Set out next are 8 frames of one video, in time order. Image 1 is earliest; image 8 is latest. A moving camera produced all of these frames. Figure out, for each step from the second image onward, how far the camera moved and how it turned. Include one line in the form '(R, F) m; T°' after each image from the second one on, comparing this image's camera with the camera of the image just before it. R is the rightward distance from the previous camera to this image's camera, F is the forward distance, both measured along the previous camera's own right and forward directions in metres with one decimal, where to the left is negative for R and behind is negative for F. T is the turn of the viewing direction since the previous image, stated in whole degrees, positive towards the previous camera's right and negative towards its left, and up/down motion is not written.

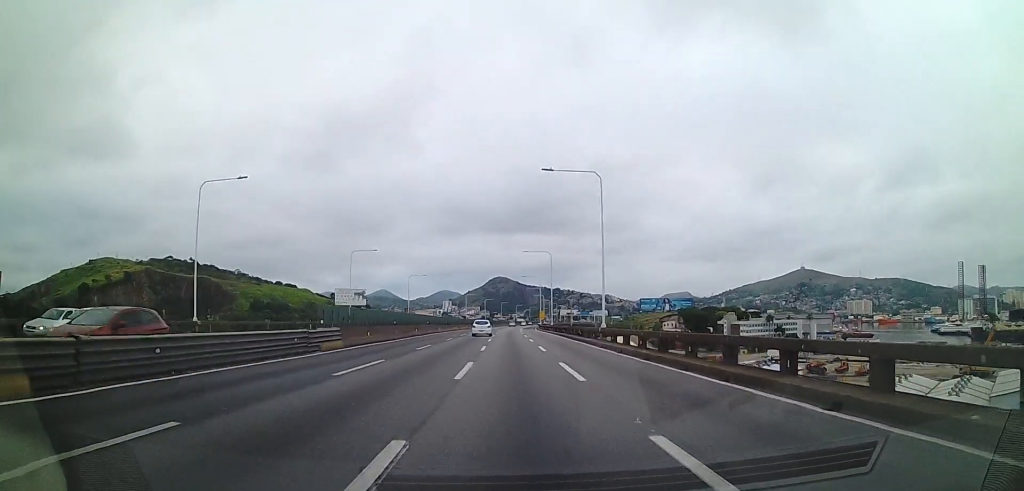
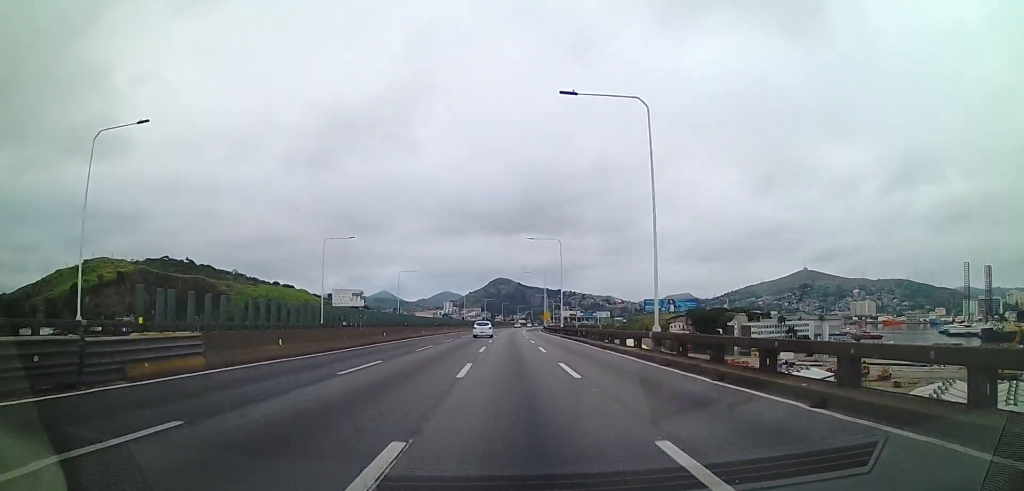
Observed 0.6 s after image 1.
(0.0, +12.3) m; 0°
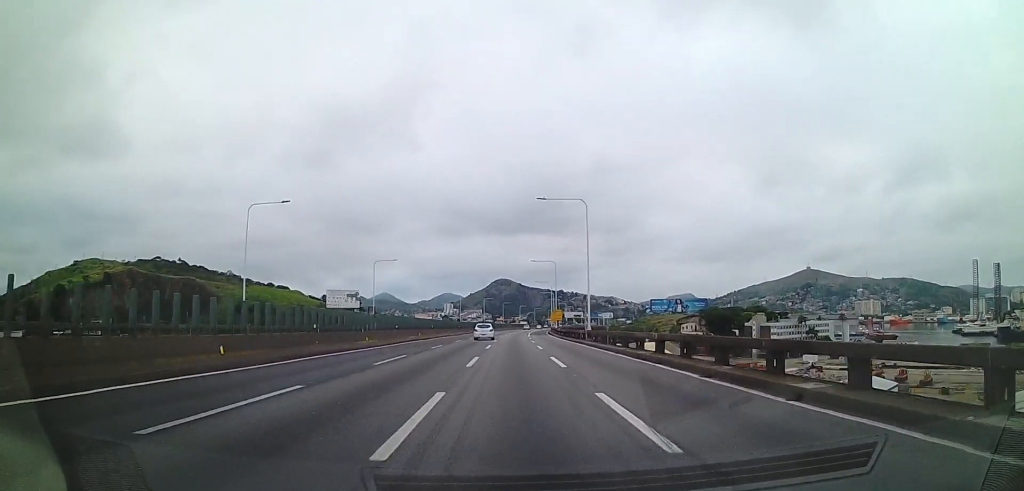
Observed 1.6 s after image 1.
(0.0, +20.3) m; 0°
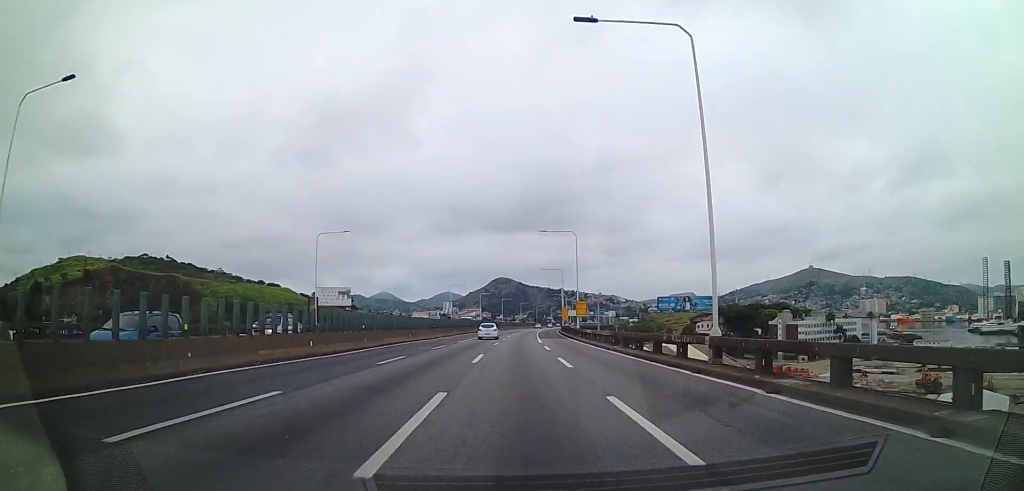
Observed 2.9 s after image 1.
(-0.1, +26.2) m; -1°
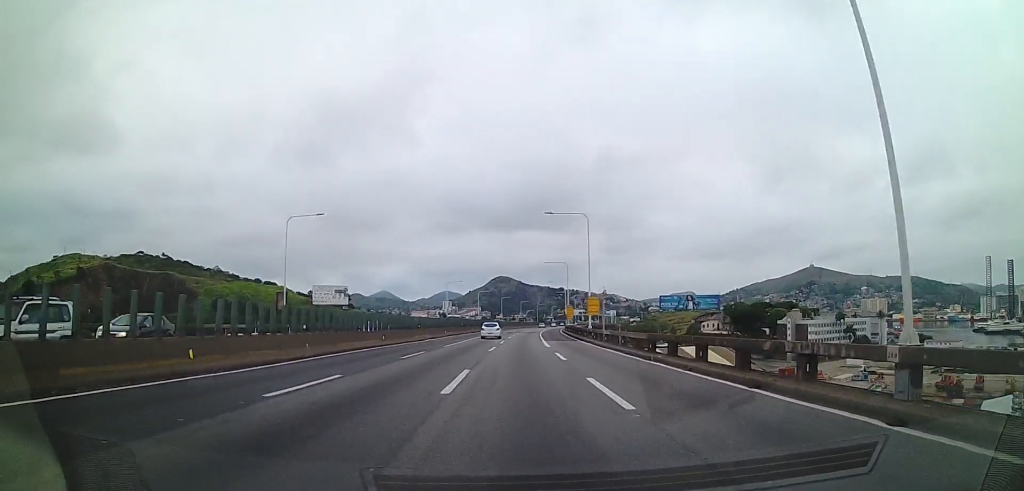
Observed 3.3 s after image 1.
(-0.2, +8.7) m; 0°
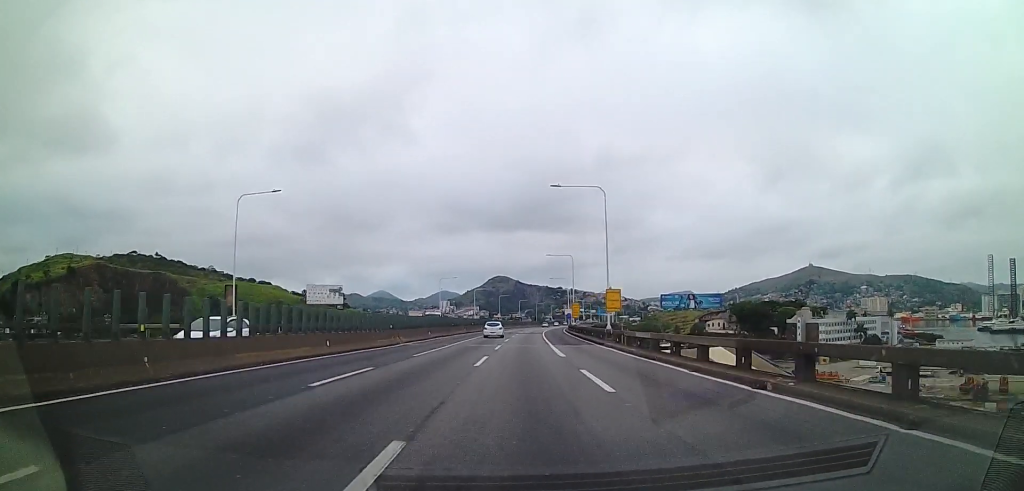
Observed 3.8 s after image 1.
(-0.2, +10.0) m; 0°
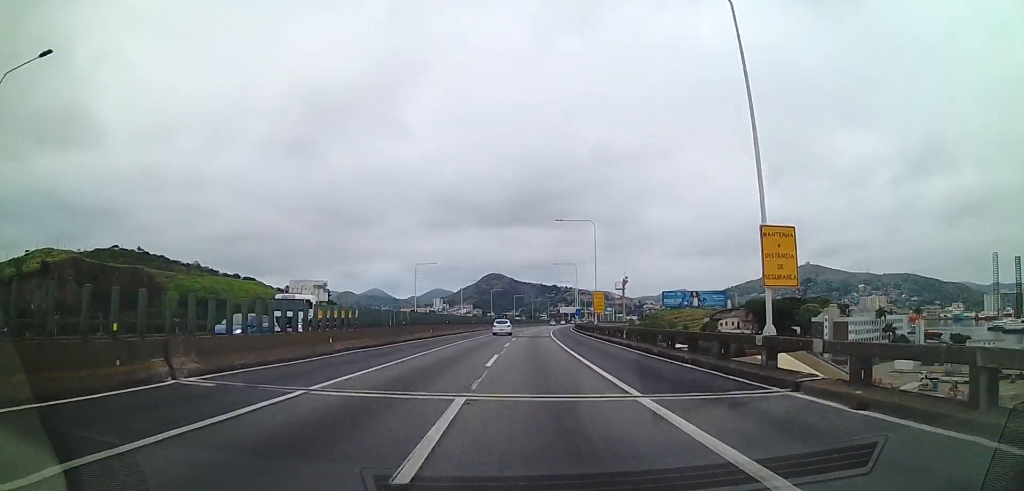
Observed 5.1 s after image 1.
(+0.6, +24.8) m; +2°
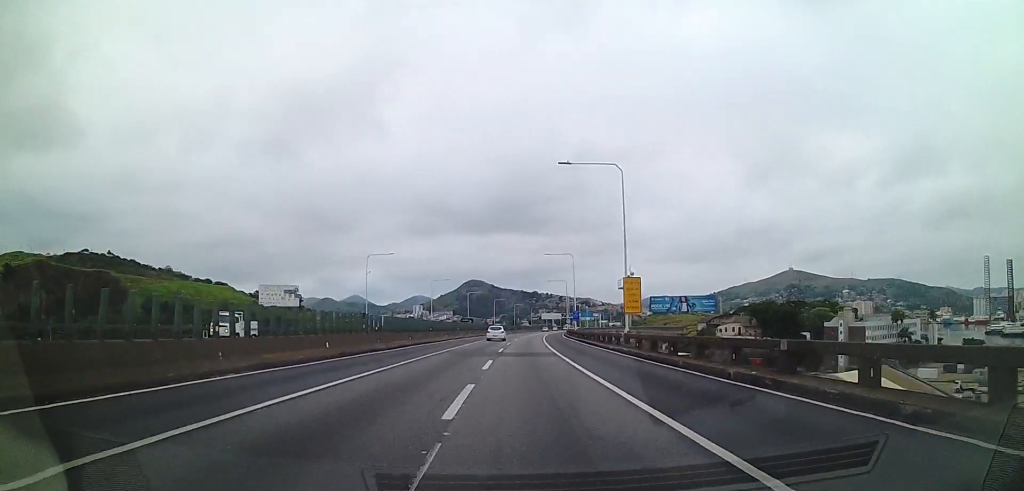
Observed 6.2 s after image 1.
(+0.1, +21.1) m; +1°
